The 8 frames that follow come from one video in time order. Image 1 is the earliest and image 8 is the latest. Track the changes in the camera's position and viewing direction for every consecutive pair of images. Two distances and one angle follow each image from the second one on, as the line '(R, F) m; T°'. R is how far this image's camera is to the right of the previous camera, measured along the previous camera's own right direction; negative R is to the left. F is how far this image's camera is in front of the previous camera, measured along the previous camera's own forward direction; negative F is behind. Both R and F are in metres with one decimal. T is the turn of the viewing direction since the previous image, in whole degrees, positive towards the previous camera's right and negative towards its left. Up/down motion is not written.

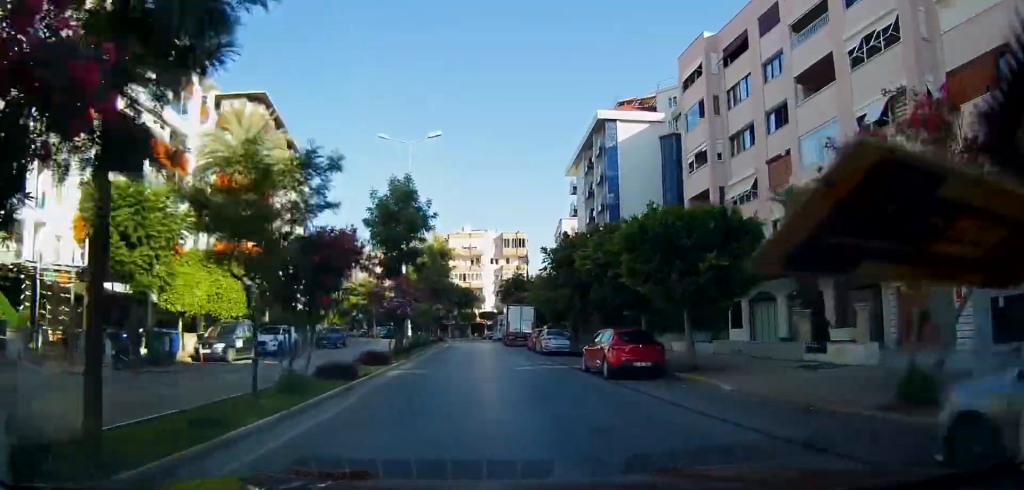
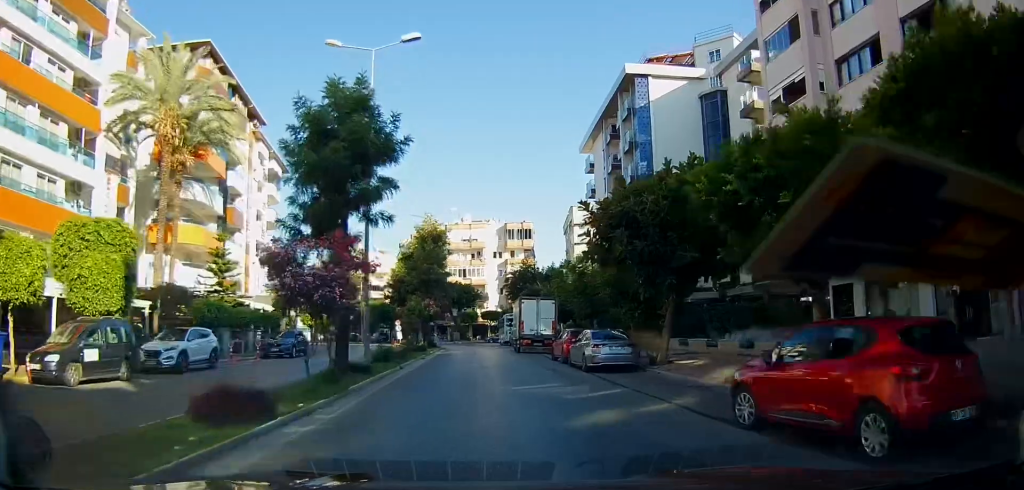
(0.0, +10.9) m; +1°
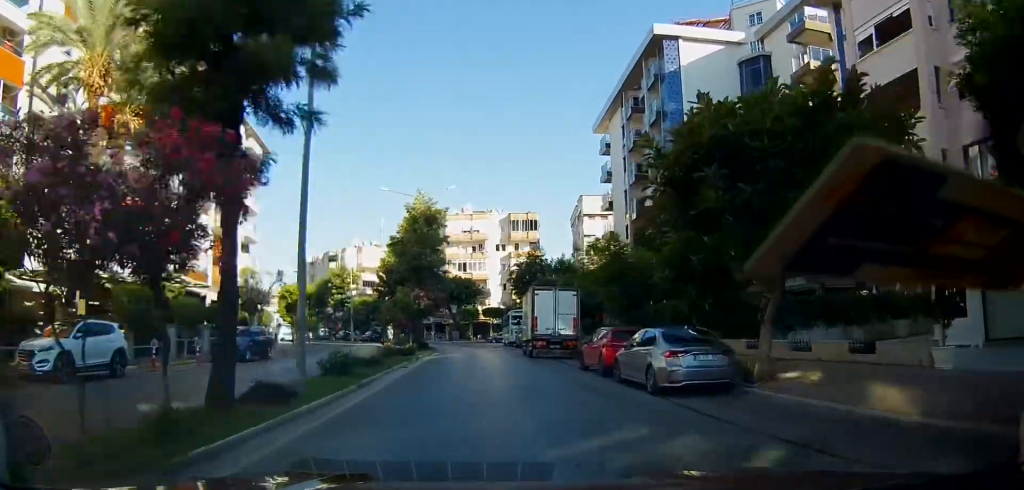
(+0.1, +6.8) m; 0°
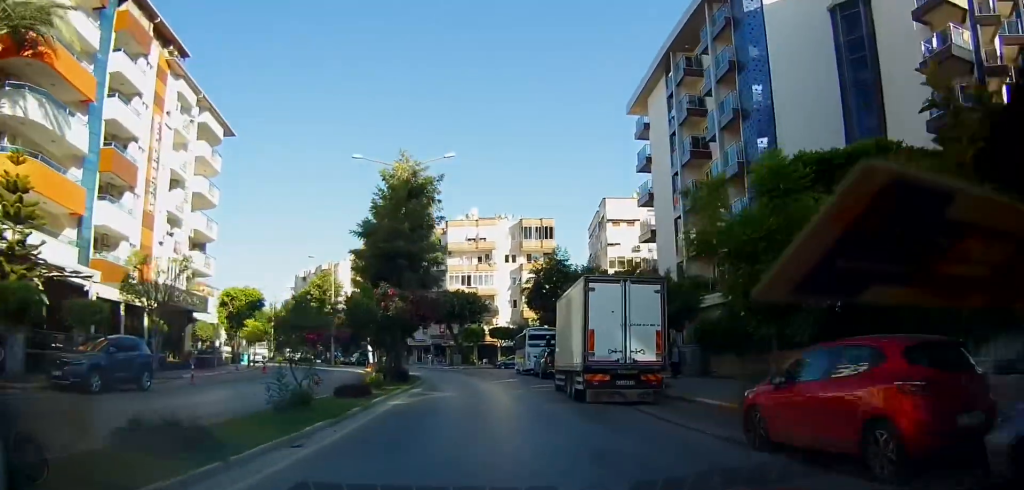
(0.0, +11.6) m; -1°
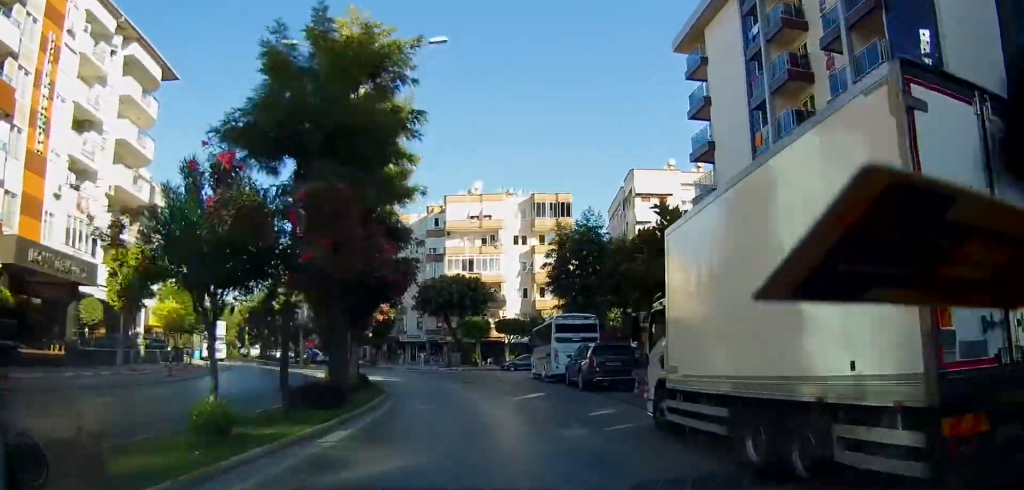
(-0.1, +11.6) m; -1°
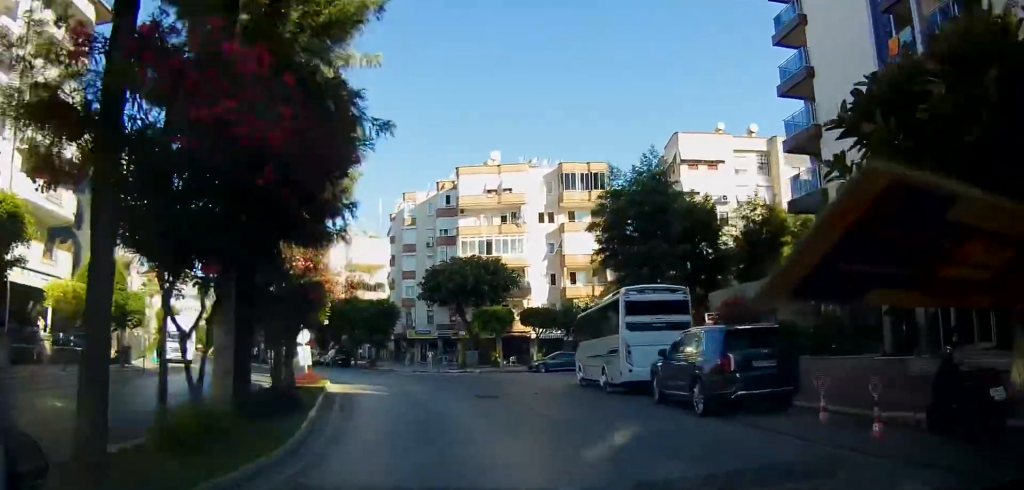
(0.0, +9.4) m; -4°
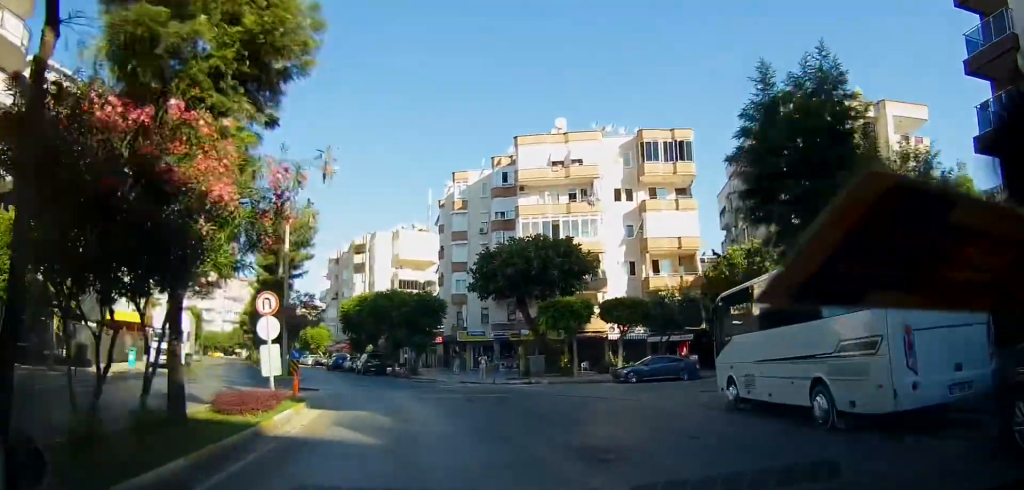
(-0.6, +9.2) m; -6°
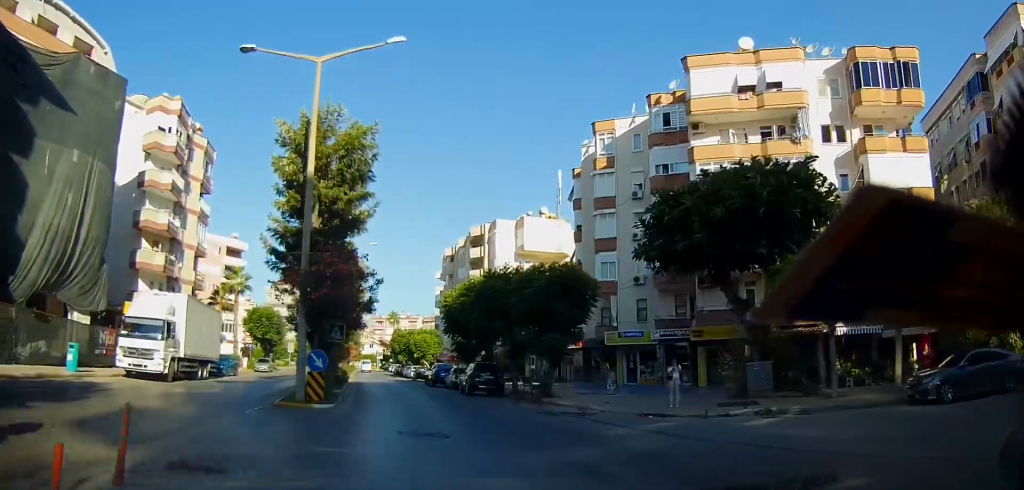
(-1.1, +14.4) m; -9°
